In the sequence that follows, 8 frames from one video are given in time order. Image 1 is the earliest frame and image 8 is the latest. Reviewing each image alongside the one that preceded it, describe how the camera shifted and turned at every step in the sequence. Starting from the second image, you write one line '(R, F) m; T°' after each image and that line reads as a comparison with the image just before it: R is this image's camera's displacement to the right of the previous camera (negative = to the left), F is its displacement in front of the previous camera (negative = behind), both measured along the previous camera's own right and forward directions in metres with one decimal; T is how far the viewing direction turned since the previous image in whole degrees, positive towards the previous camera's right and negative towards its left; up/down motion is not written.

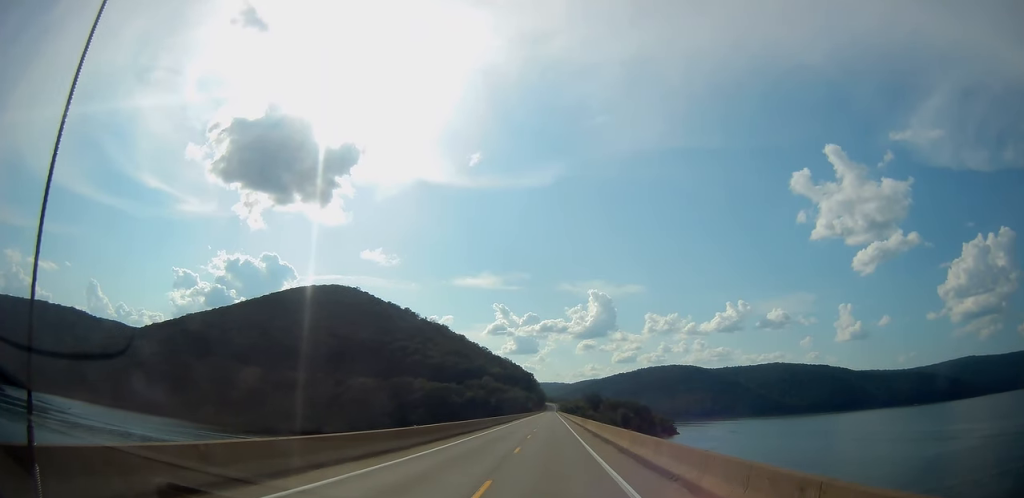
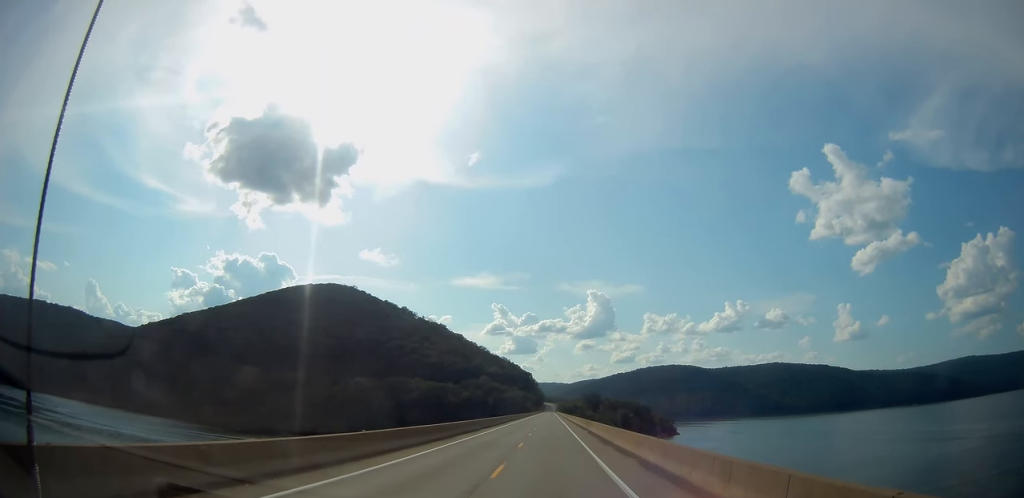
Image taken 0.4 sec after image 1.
(0.0, +7.9) m; +1°
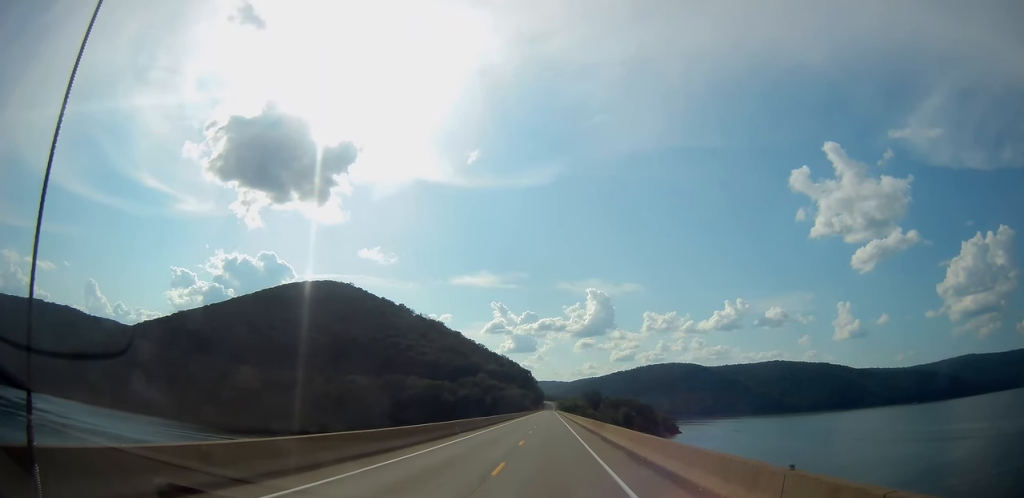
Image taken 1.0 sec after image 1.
(0.0, +11.9) m; +1°
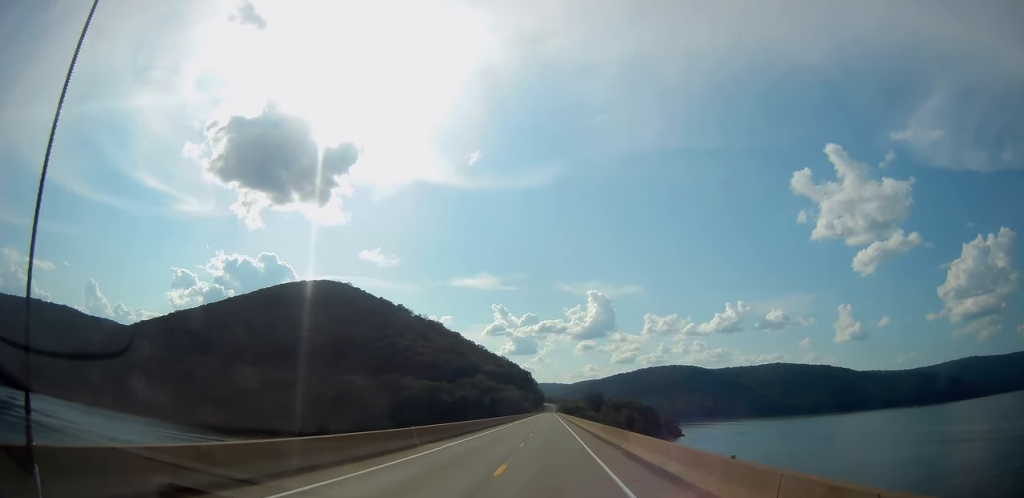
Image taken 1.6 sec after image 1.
(+0.3, +12.0) m; 0°
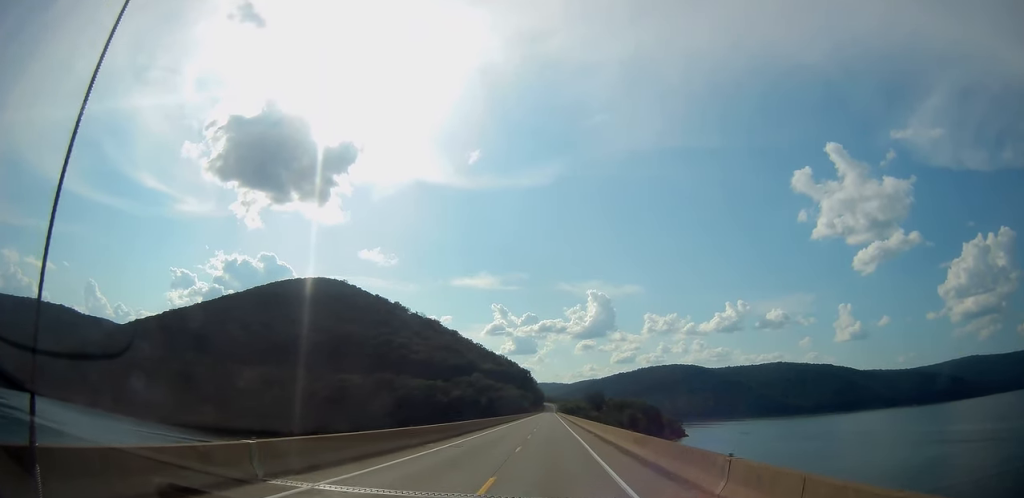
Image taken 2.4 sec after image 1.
(-0.2, +15.9) m; -1°
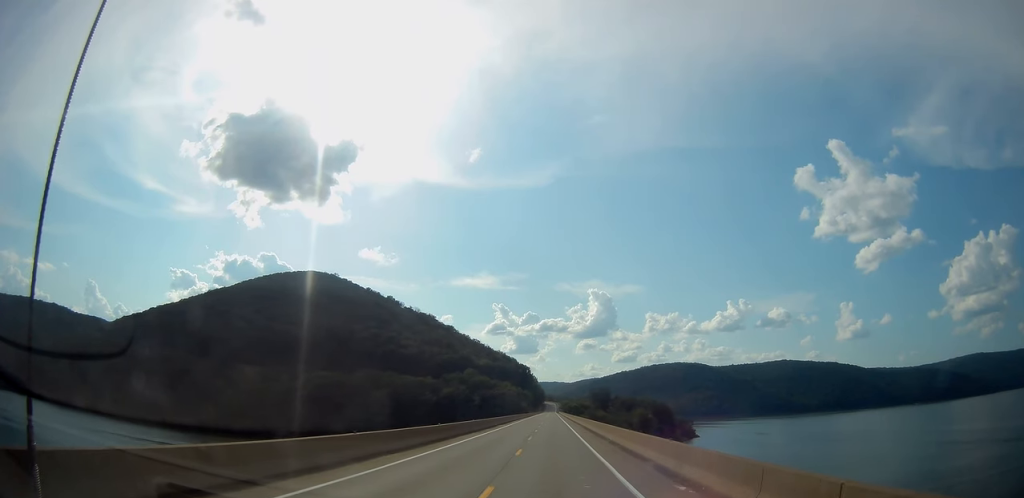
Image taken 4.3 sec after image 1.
(+0.1, +38.2) m; +1°
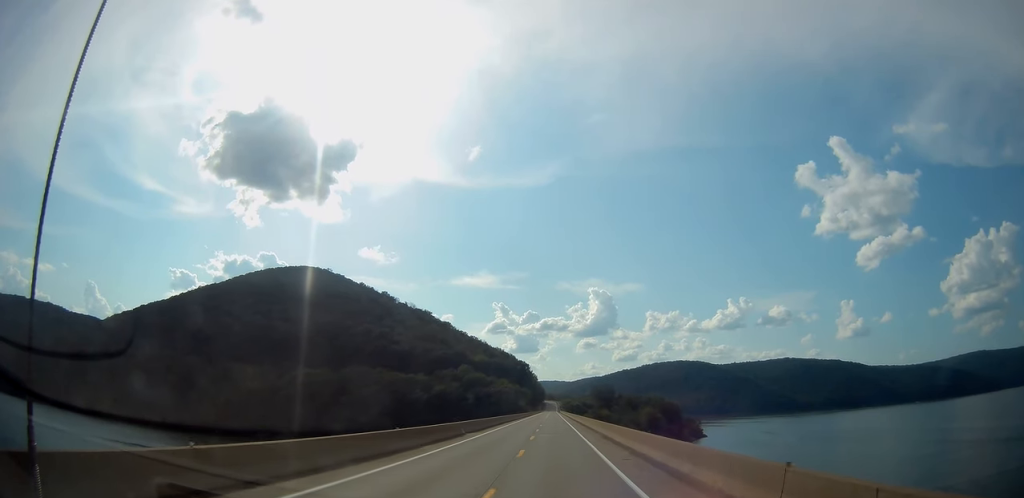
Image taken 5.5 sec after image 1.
(-0.2, +25.1) m; -1°
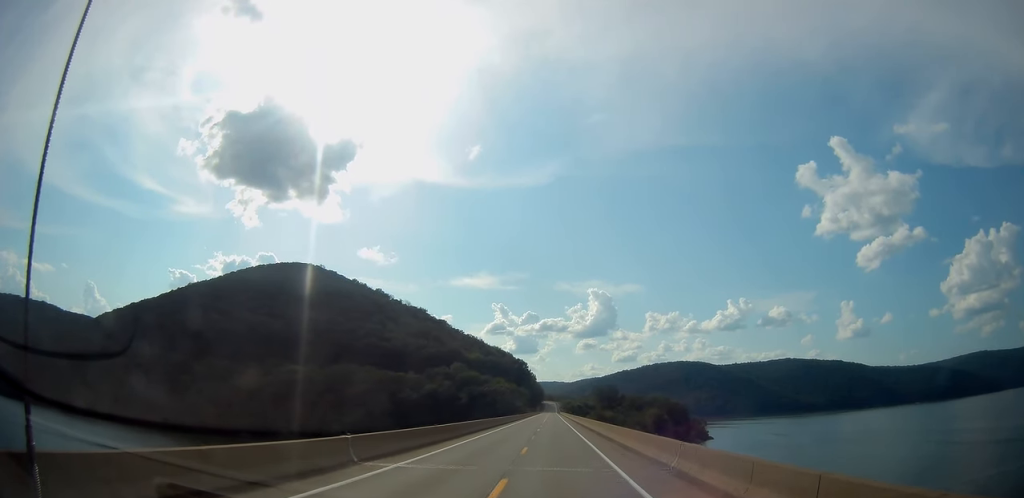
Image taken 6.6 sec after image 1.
(-0.1, +22.4) m; +1°
